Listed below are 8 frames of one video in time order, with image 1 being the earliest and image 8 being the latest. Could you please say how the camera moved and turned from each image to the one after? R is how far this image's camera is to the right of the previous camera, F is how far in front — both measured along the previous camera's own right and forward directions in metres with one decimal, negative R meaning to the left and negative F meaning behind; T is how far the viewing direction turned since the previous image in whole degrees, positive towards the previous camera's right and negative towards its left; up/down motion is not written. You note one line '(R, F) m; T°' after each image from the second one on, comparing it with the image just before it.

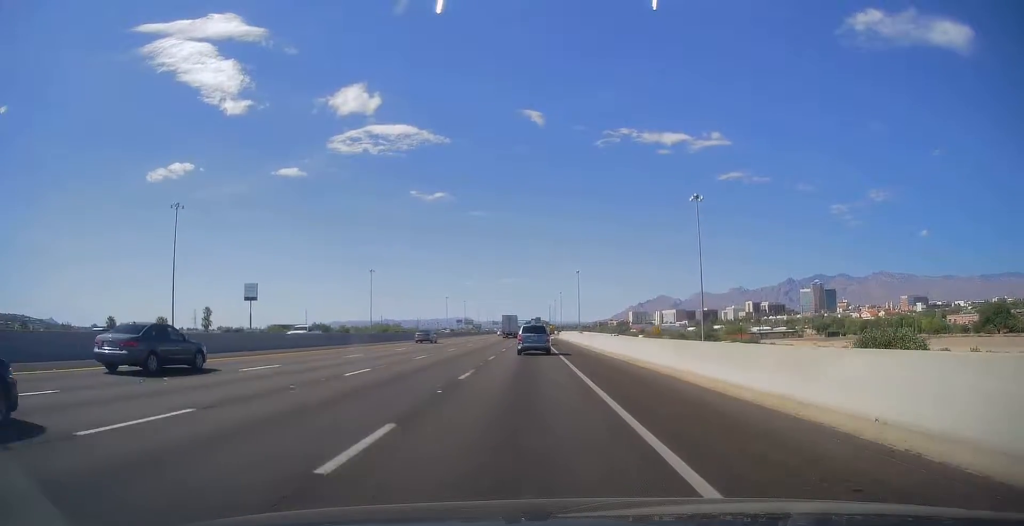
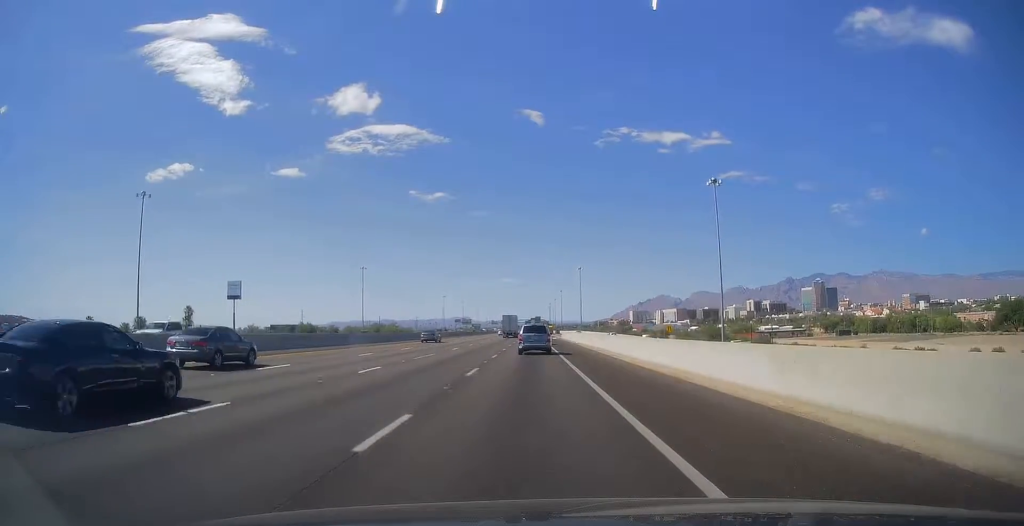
(+0.1, +10.9) m; +1°
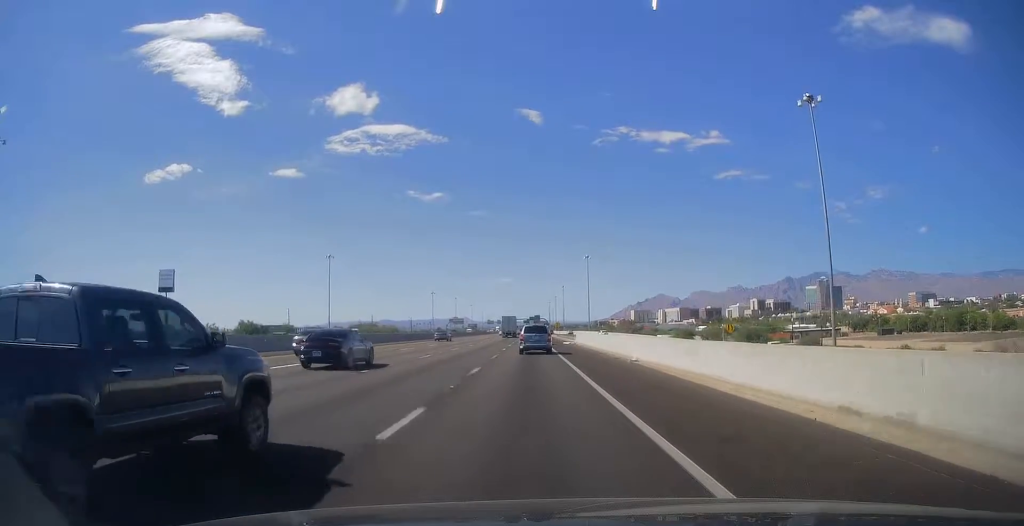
(+0.8, +35.3) m; +1°
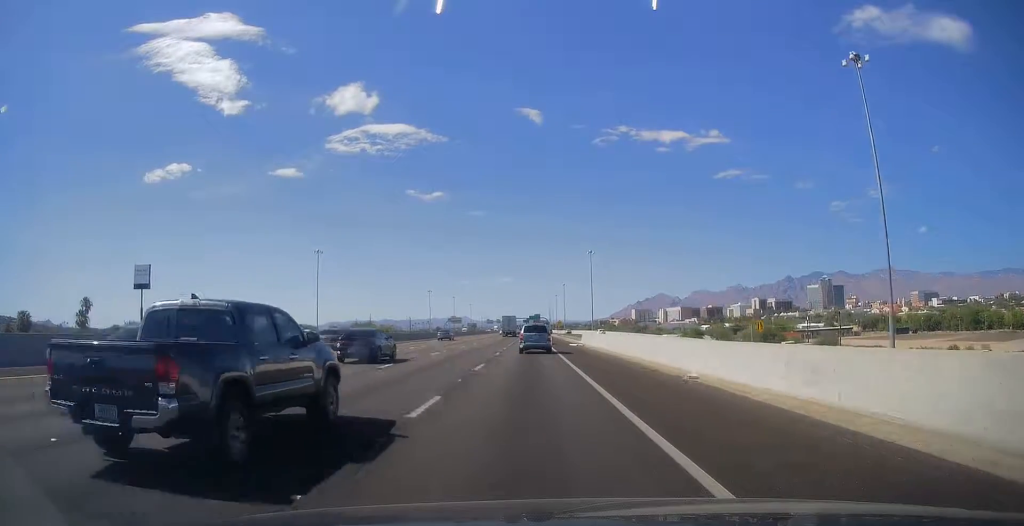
(0.0, +10.3) m; 0°
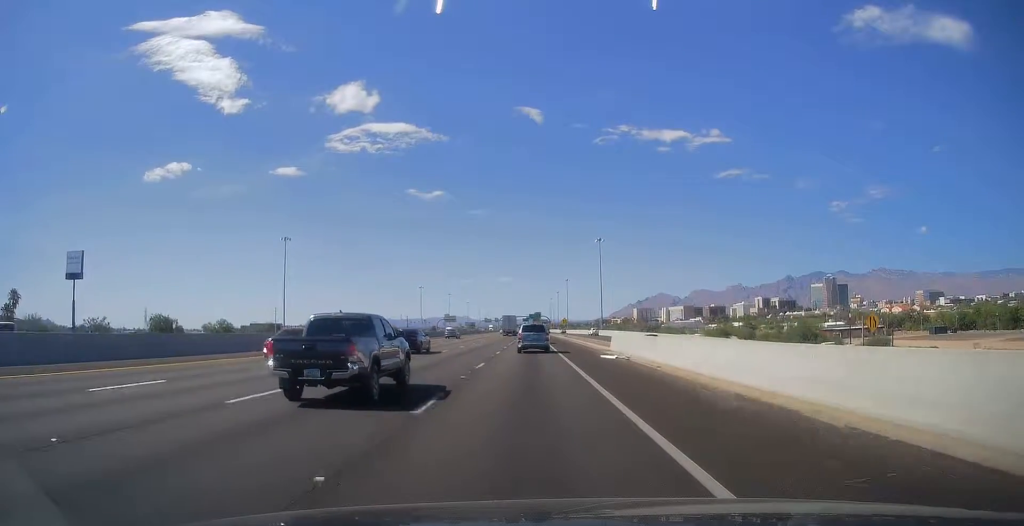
(0.0, +23.9) m; 0°
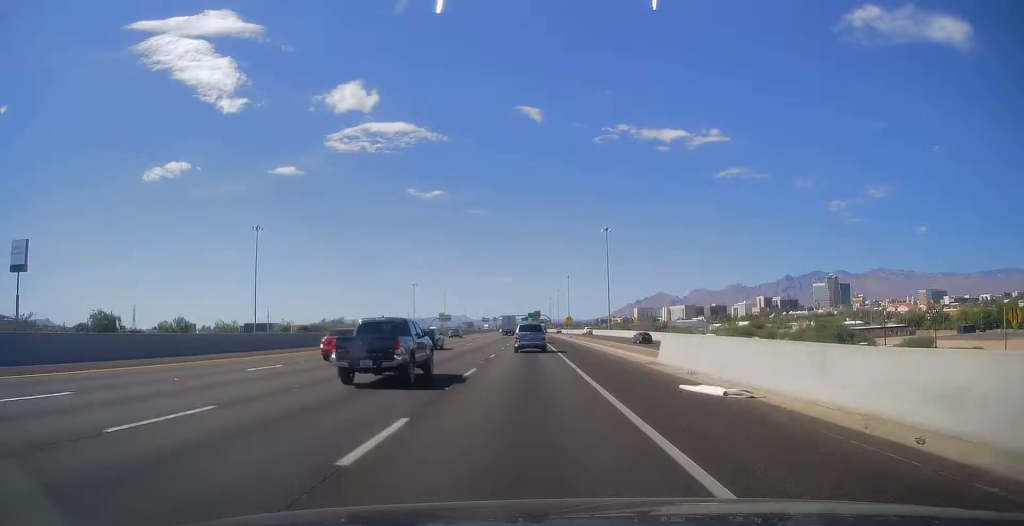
(0.0, +16.1) m; 0°
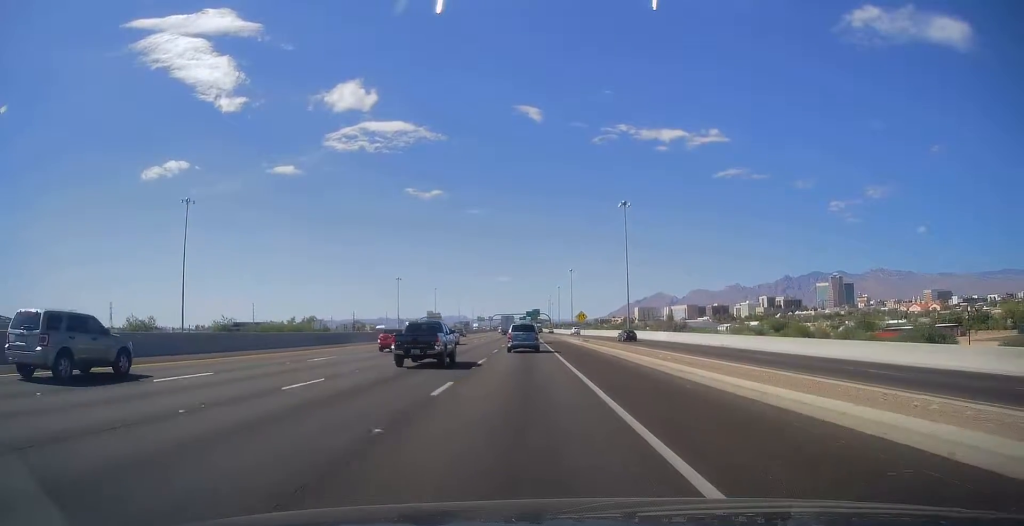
(0.0, +29.8) m; 0°
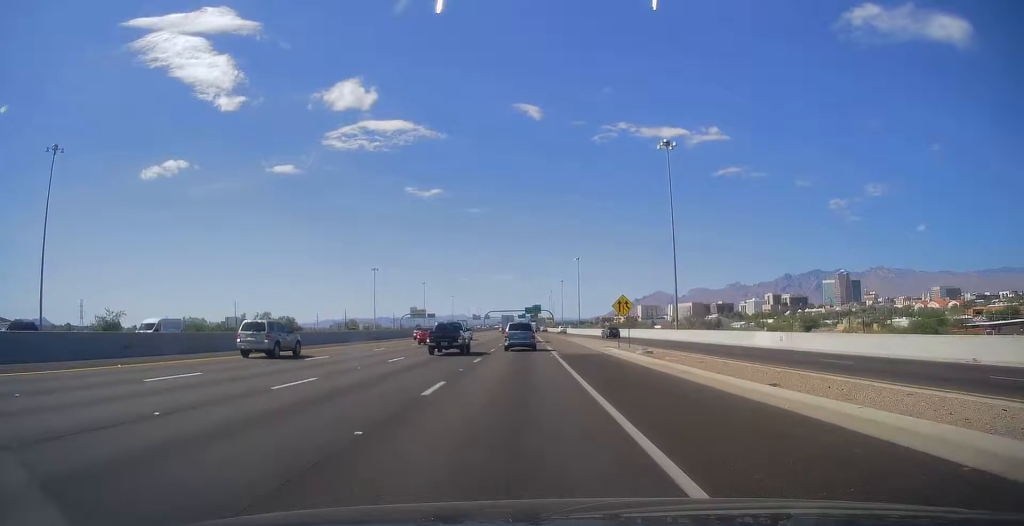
(-0.9, +36.9) m; -2°
